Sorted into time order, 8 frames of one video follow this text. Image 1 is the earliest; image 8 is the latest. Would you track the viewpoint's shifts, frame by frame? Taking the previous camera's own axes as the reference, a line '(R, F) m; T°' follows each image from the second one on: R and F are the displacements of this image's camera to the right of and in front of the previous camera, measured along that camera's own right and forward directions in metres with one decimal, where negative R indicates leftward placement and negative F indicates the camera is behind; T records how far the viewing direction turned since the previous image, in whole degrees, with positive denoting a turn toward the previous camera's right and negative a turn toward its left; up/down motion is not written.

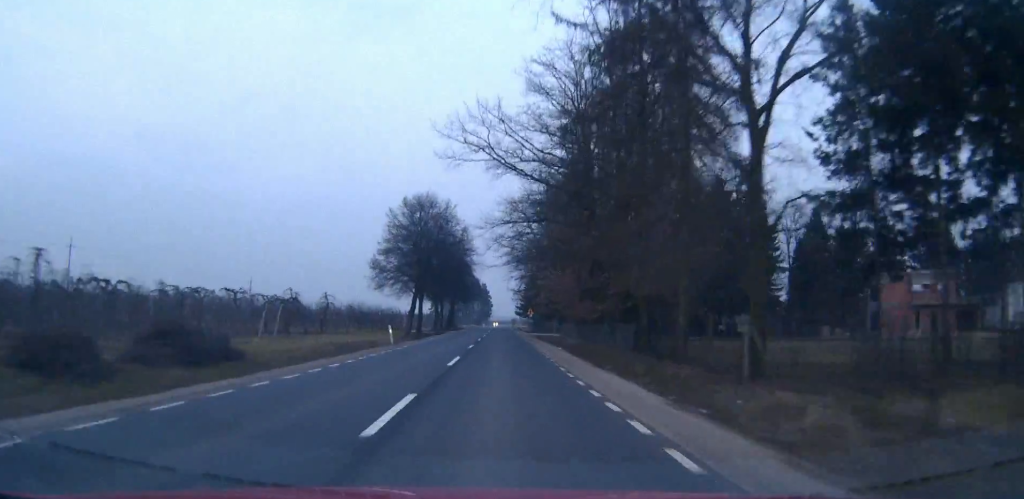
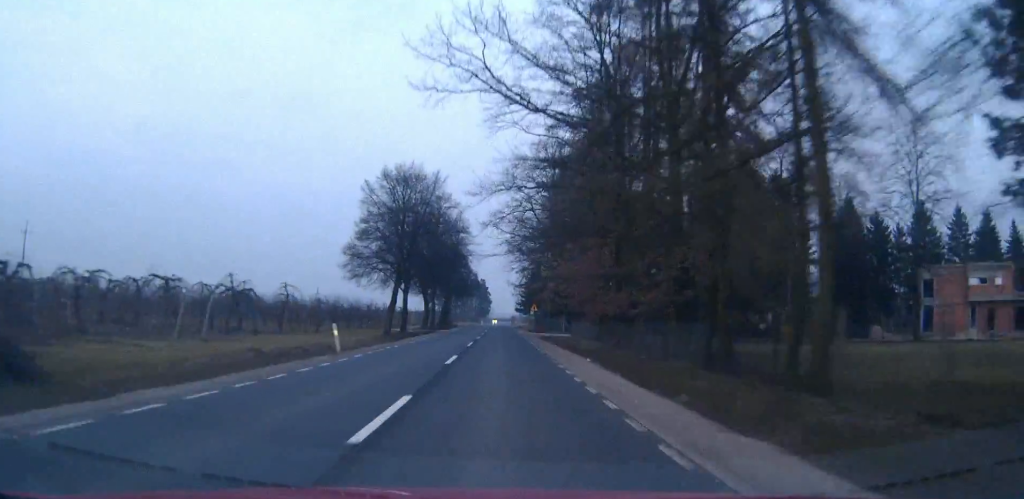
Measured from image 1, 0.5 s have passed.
(0.0, +12.5) m; 0°
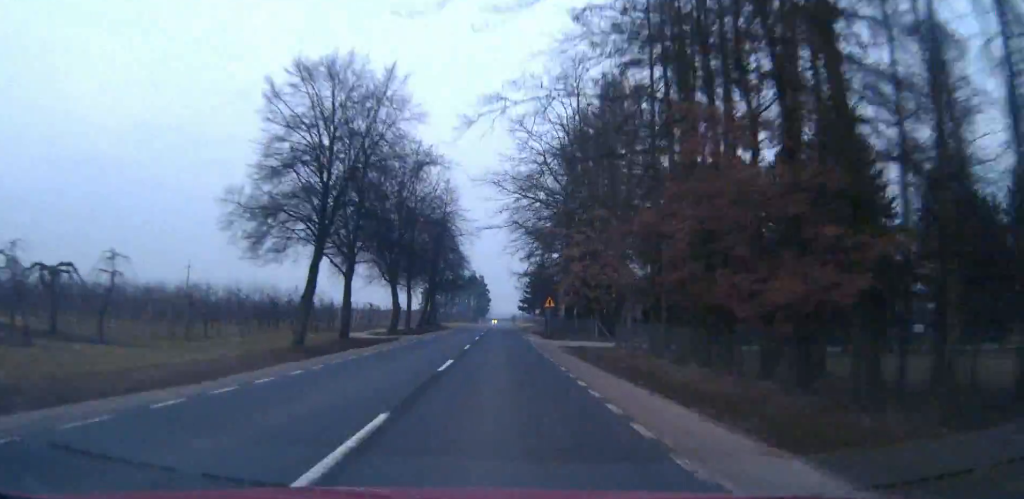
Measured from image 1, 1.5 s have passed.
(0.0, +25.8) m; 0°
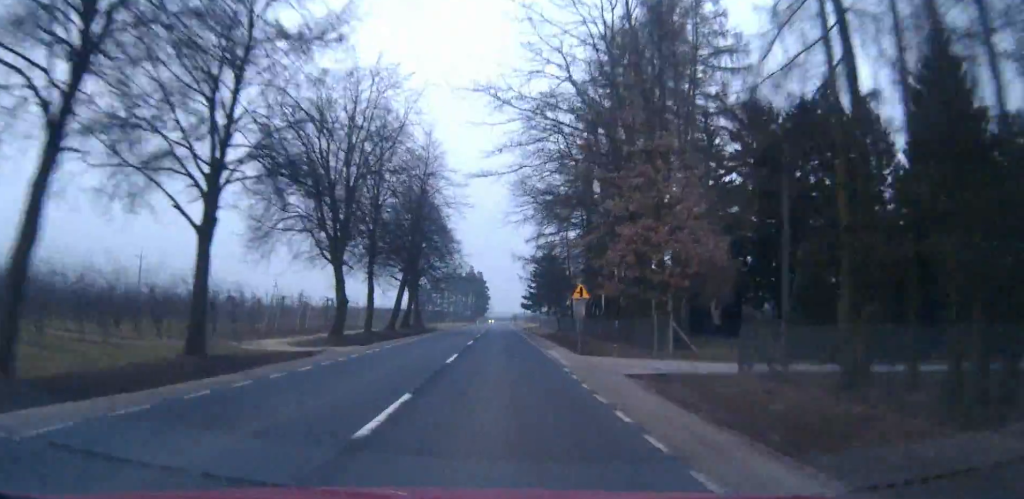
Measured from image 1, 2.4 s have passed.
(0.0, +21.5) m; 0°
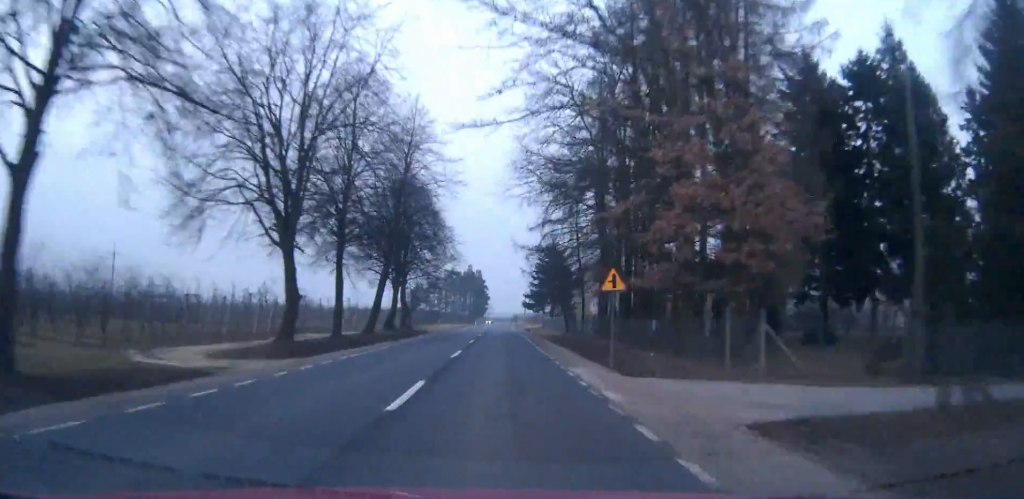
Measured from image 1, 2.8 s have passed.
(0.0, +9.9) m; 0°
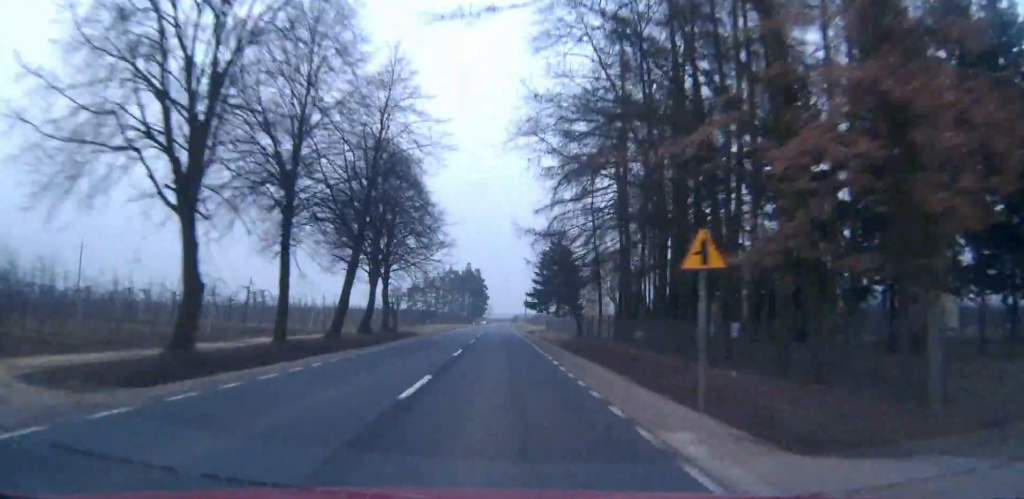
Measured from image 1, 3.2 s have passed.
(0.0, +10.7) m; 0°
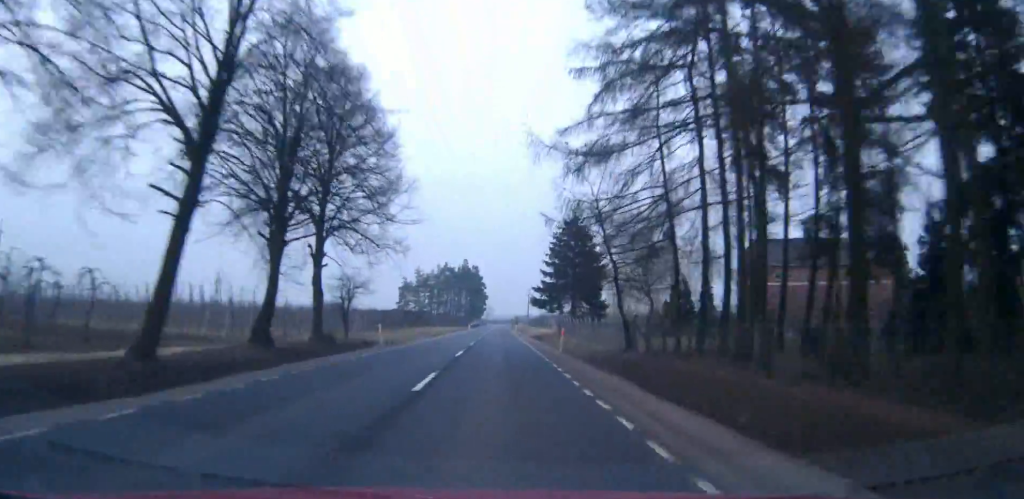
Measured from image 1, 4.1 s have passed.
(0.0, +22.2) m; 0°
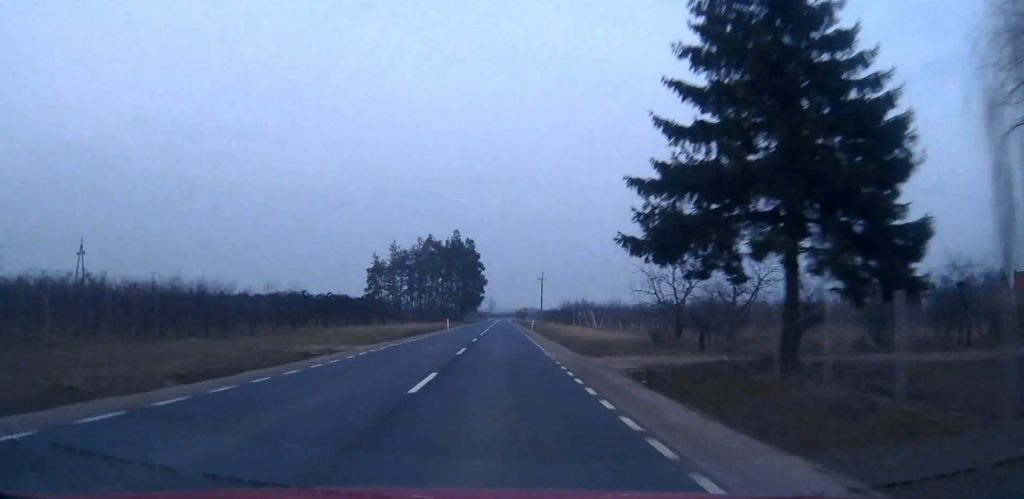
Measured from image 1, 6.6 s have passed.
(+0.2, +60.1) m; 0°
